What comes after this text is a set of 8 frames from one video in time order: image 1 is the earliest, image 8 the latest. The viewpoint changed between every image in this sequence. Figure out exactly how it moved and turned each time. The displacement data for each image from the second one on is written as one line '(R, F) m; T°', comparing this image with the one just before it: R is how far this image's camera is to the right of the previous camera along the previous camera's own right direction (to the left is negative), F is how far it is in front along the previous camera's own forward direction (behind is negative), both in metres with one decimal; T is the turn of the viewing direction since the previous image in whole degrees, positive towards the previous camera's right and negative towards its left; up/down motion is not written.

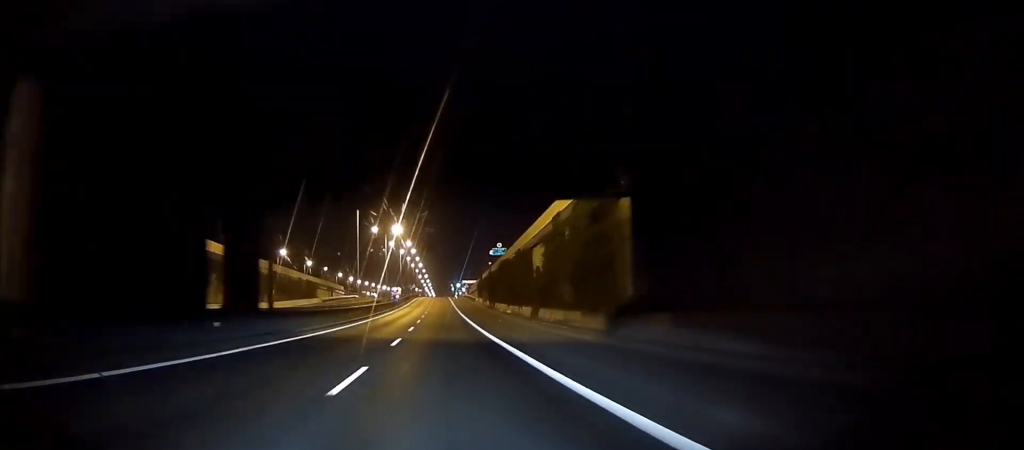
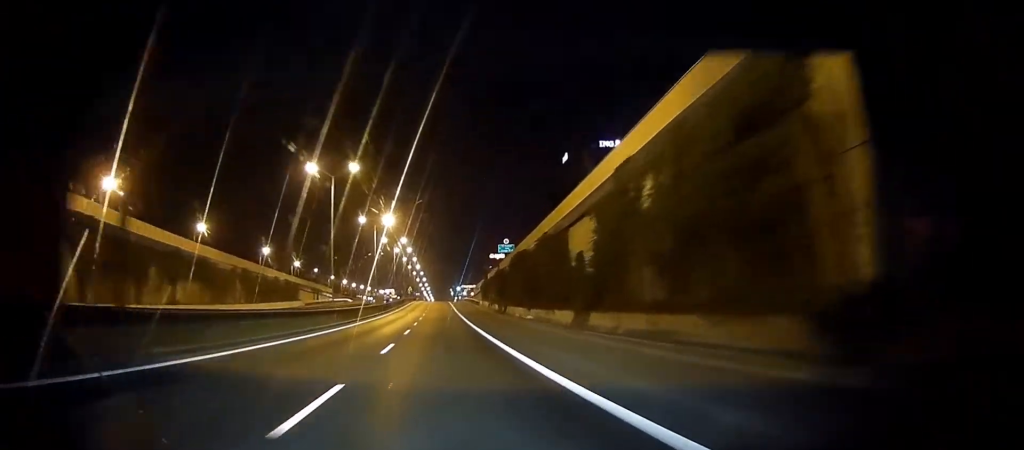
(0.0, +14.8) m; 0°
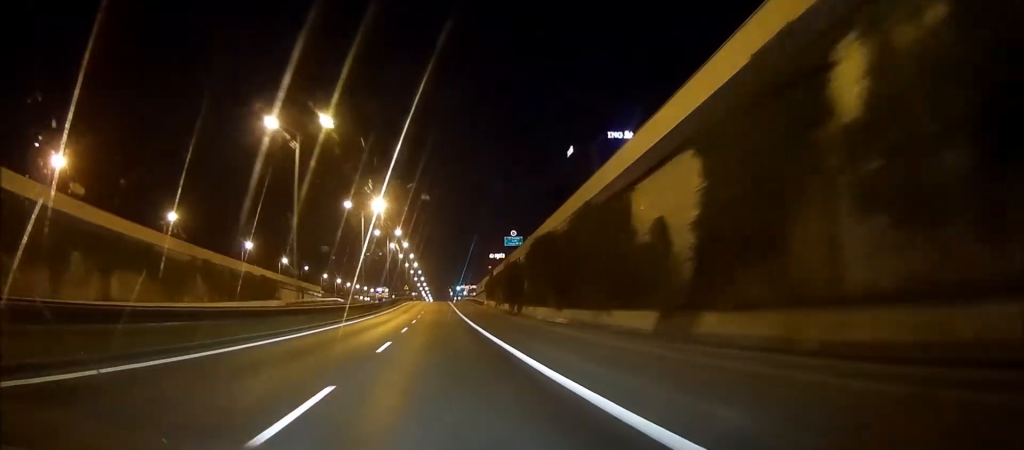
(0.0, +12.3) m; 0°
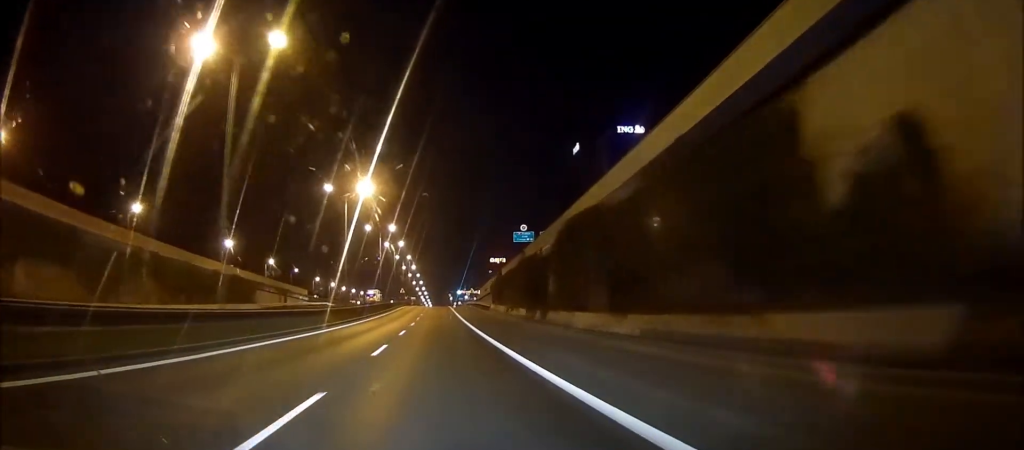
(+0.1, +12.2) m; 0°
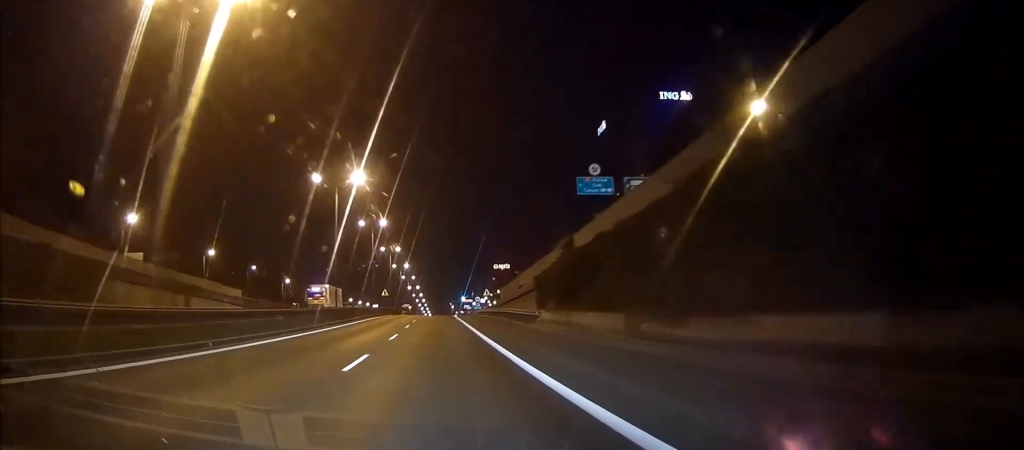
(+0.2, +38.8) m; +1°
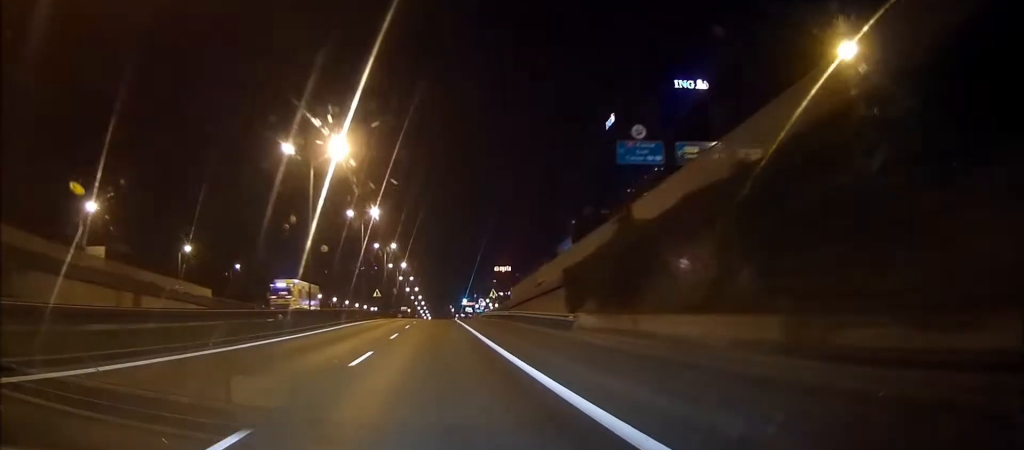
(+0.1, +10.4) m; 0°
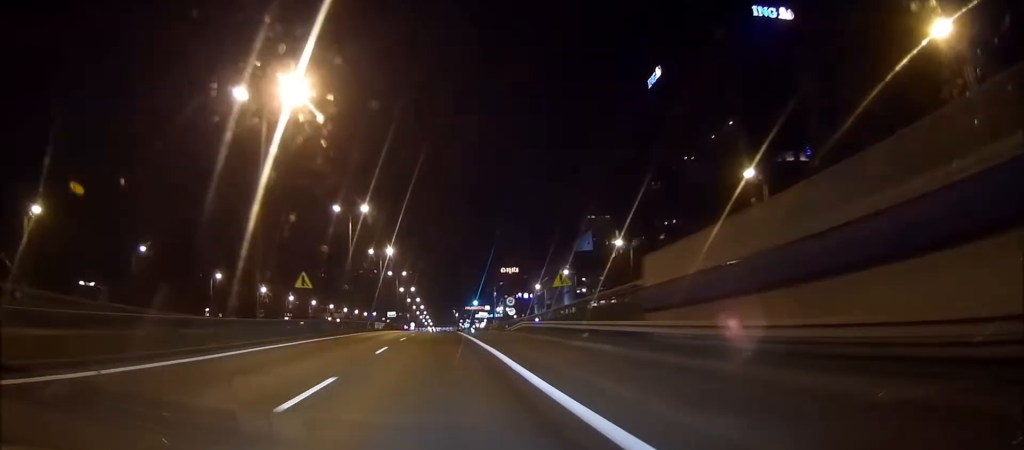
(-0.1, +40.5) m; 0°
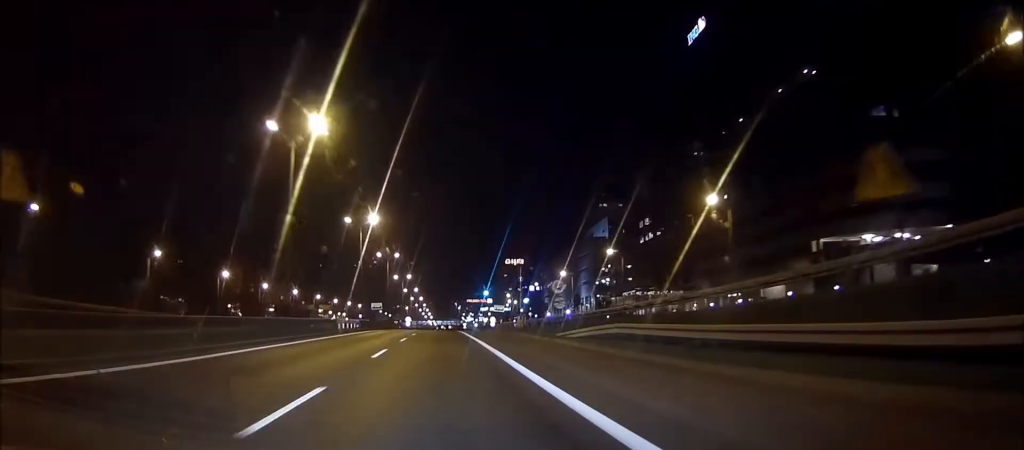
(0.0, +25.2) m; 0°
